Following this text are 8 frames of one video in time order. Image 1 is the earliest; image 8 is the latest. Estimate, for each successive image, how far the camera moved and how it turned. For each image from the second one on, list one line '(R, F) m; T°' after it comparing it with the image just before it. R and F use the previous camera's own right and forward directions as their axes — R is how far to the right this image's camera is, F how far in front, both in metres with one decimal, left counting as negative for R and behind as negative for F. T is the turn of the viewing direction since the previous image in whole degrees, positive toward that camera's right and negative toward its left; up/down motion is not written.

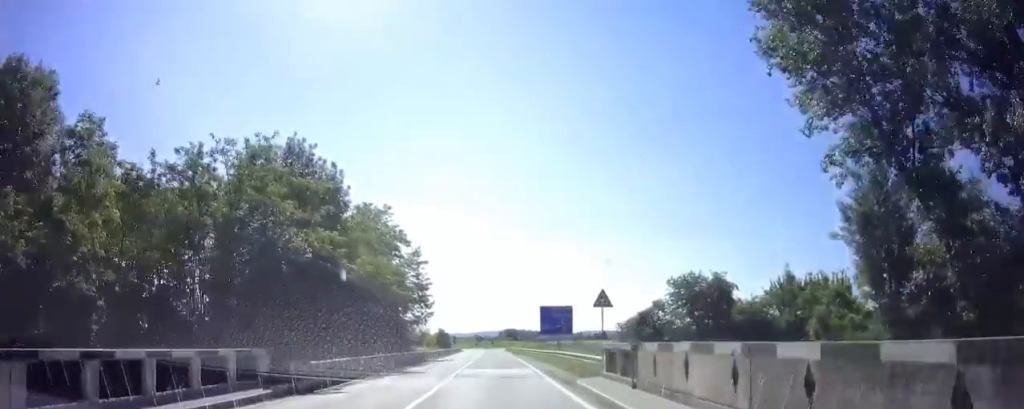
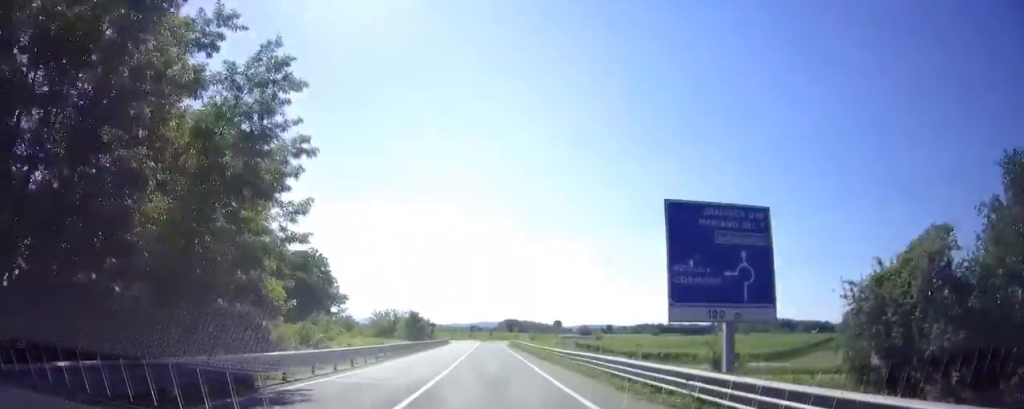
(+0.3, +35.4) m; +1°
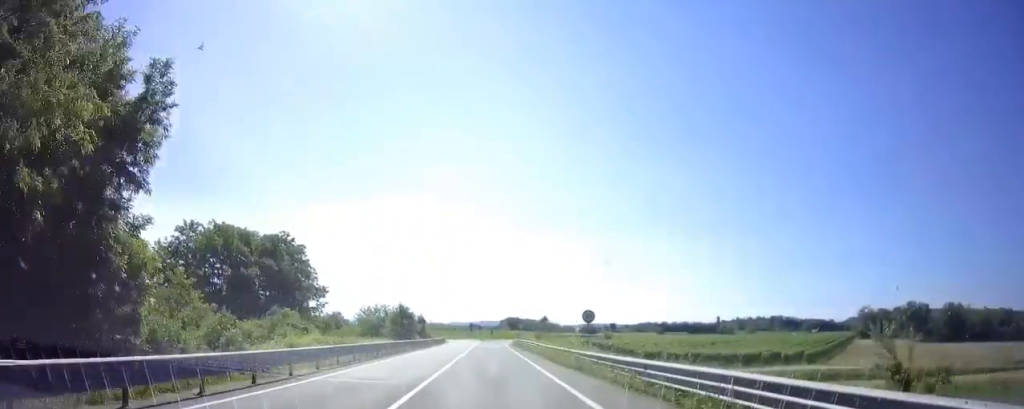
(-0.1, +10.5) m; 0°
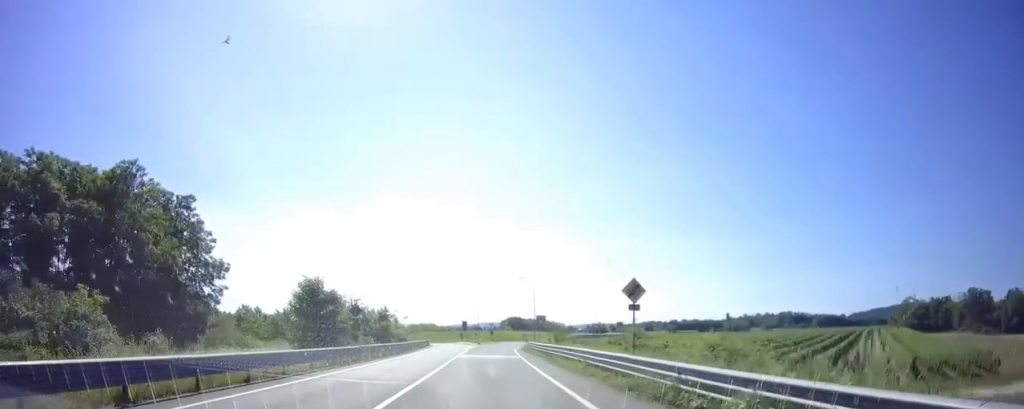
(-0.1, +27.1) m; 0°
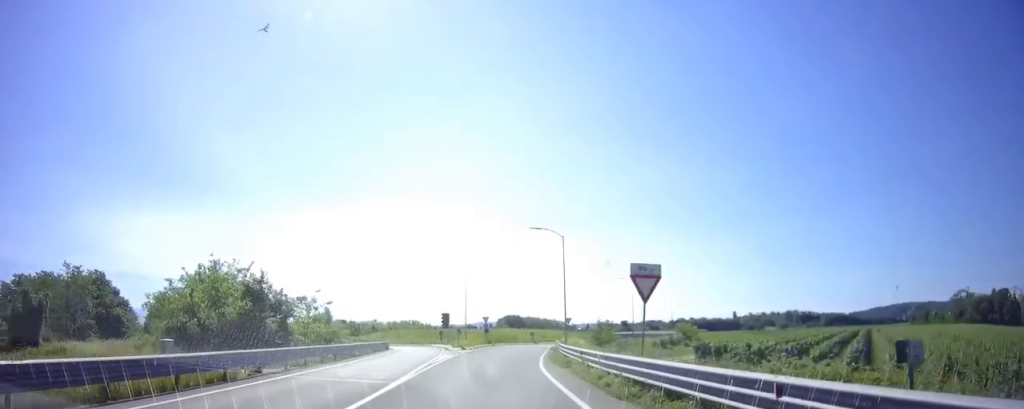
(+0.5, +28.6) m; +3°
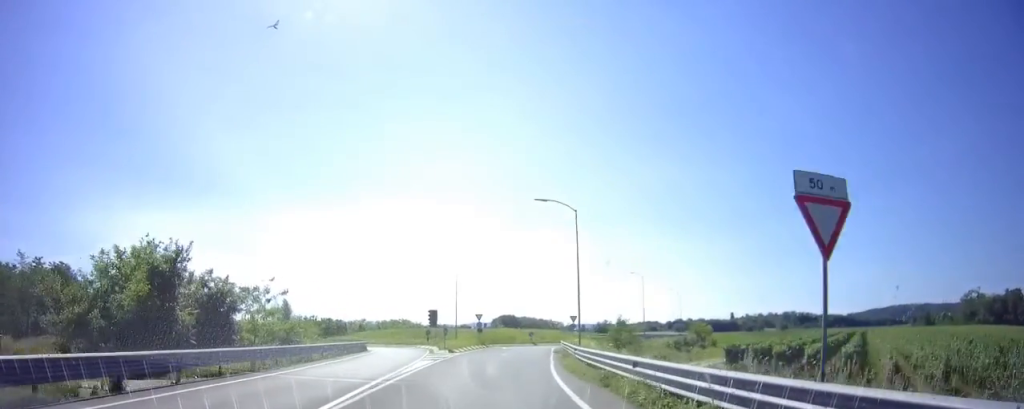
(+0.2, +6.8) m; +1°
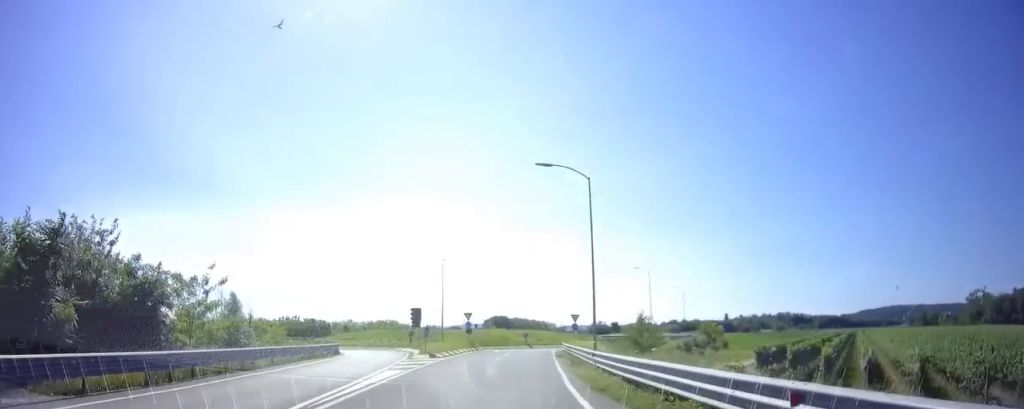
(+0.1, +6.3) m; +1°
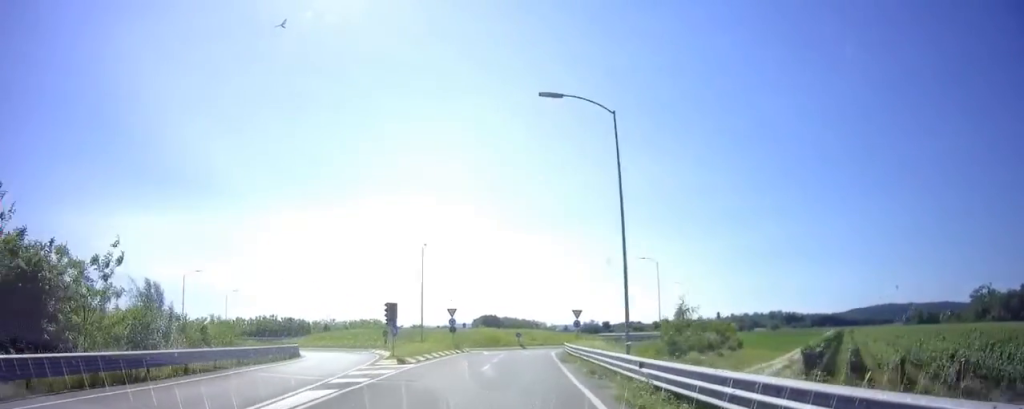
(0.0, +5.5) m; 0°
